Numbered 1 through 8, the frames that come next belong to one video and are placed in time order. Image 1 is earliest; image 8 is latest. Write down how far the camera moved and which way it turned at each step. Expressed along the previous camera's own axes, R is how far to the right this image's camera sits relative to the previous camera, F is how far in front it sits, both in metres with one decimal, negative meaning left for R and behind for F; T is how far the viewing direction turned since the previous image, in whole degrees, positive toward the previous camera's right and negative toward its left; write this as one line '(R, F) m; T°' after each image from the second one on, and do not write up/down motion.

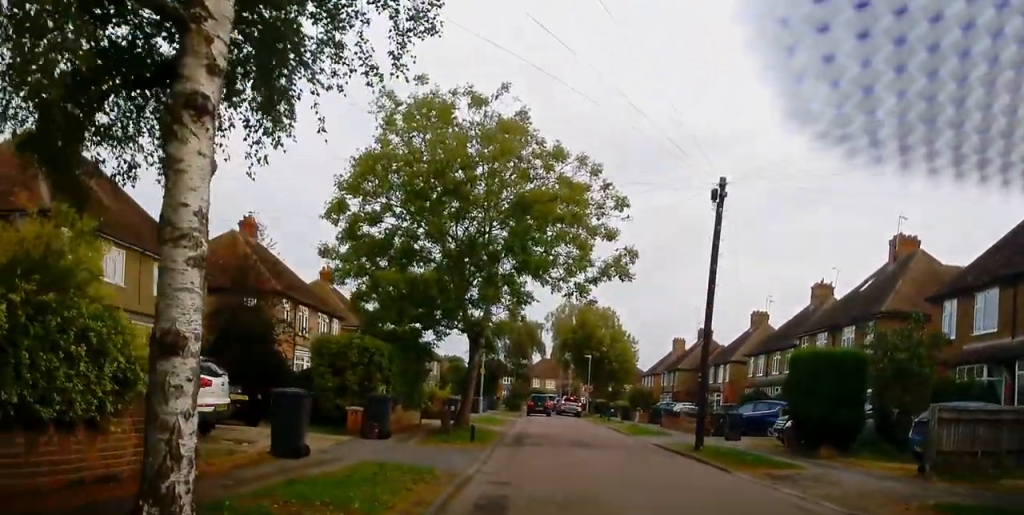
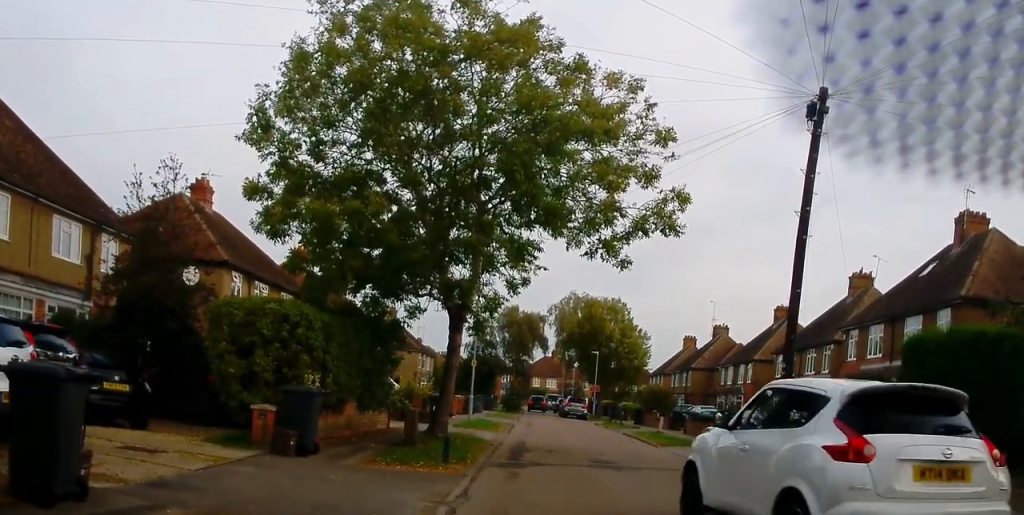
(-0.2, +9.0) m; -2°
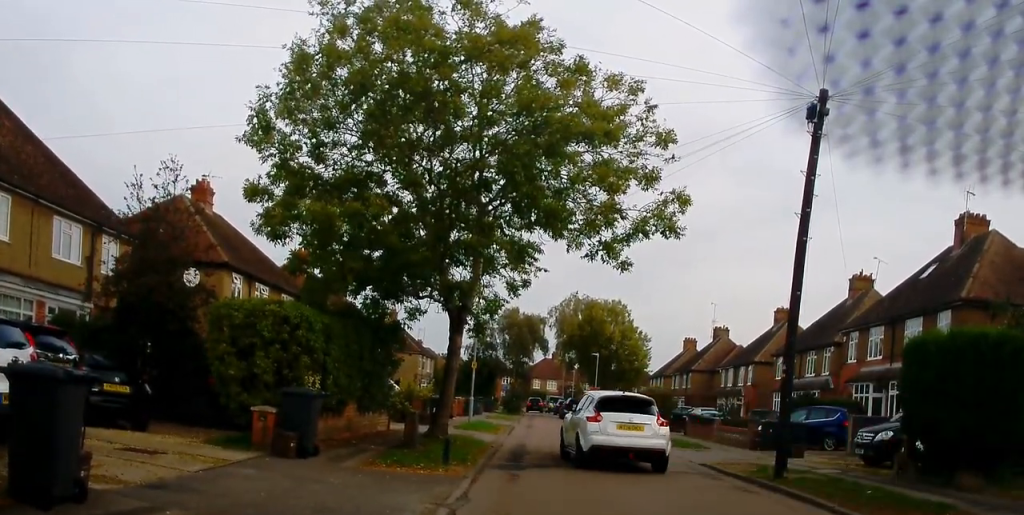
(+0.3, +0.5) m; 0°
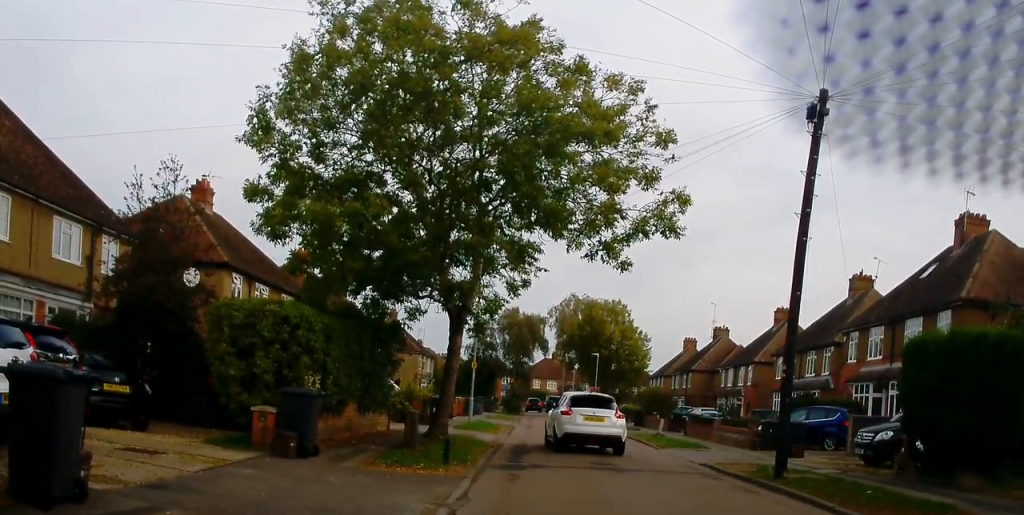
(0.0, 0.0) m; 0°
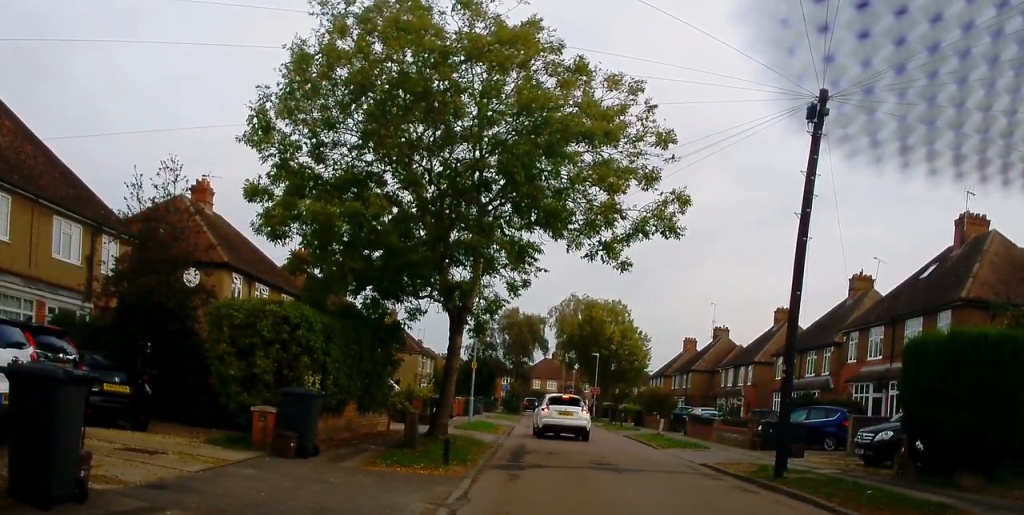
(0.0, 0.0) m; 0°
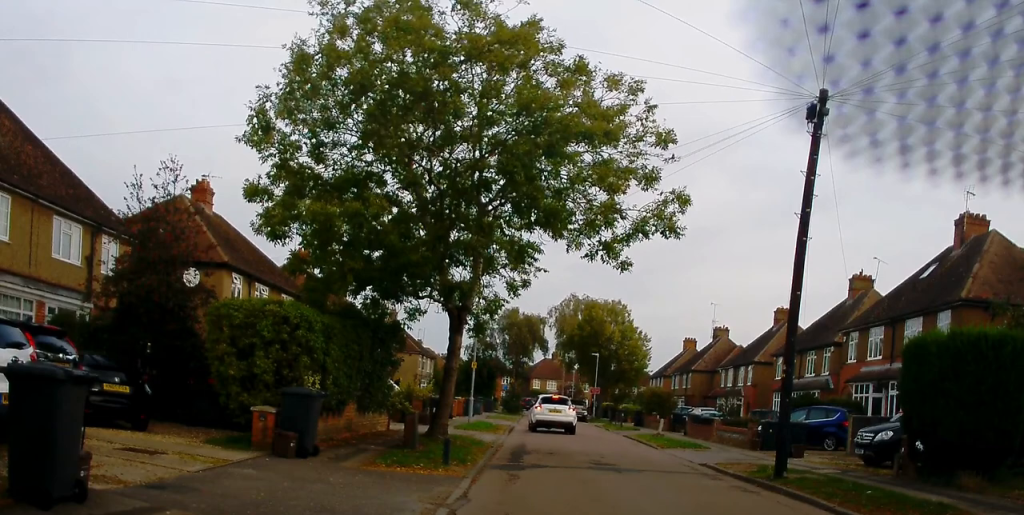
(0.0, 0.0) m; 0°
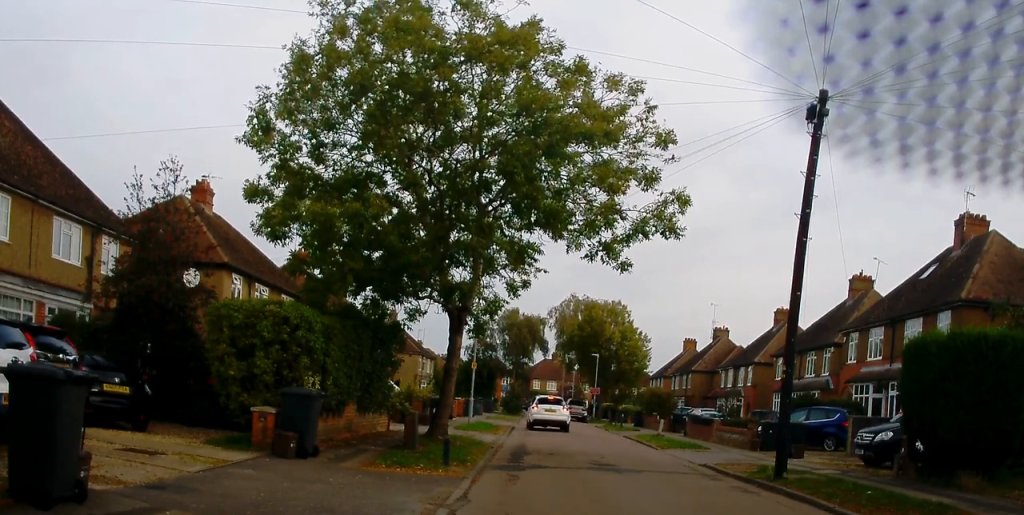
(0.0, 0.0) m; 0°
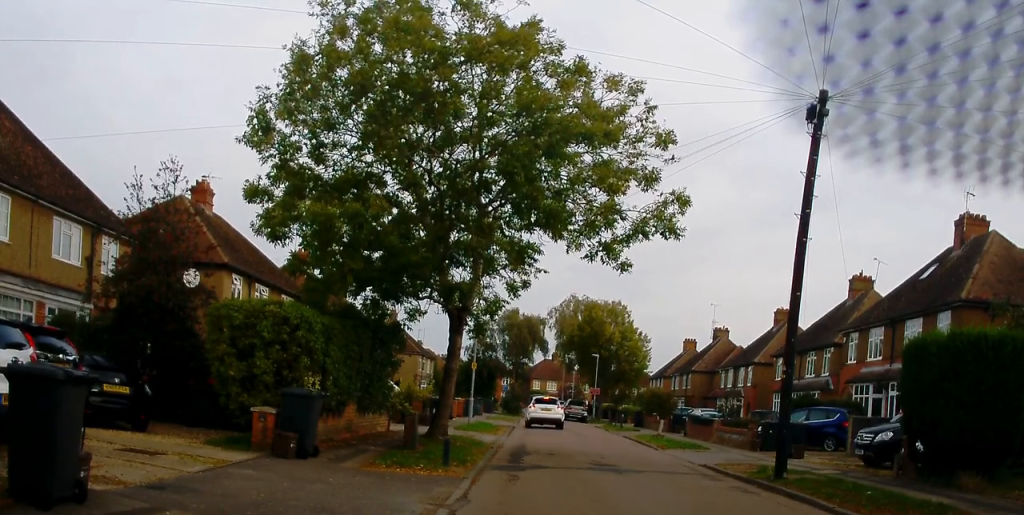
(0.0, 0.0) m; 0°
